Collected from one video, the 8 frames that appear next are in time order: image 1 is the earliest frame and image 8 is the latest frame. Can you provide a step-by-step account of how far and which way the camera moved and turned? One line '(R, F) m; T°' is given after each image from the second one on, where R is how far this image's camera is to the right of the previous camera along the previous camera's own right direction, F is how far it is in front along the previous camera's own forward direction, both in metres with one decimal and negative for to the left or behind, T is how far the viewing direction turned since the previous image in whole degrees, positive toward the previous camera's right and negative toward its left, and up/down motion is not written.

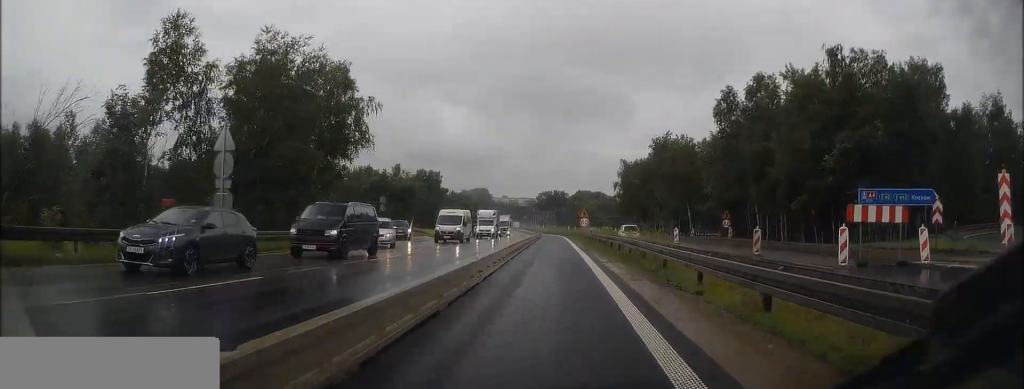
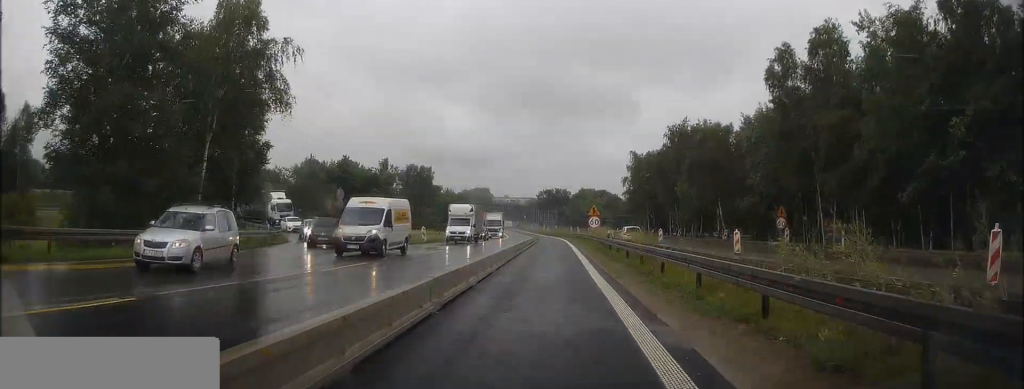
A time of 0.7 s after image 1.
(0.0, +16.1) m; 0°
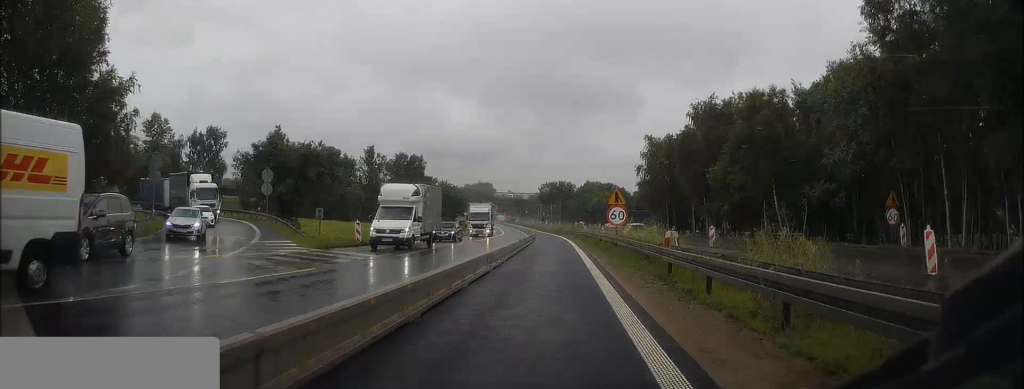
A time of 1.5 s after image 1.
(0.0, +17.0) m; 0°
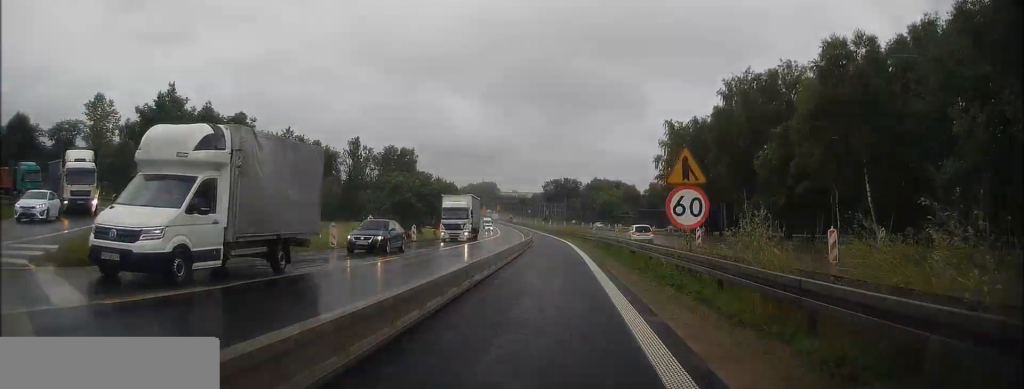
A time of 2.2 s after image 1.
(0.0, +16.4) m; 0°
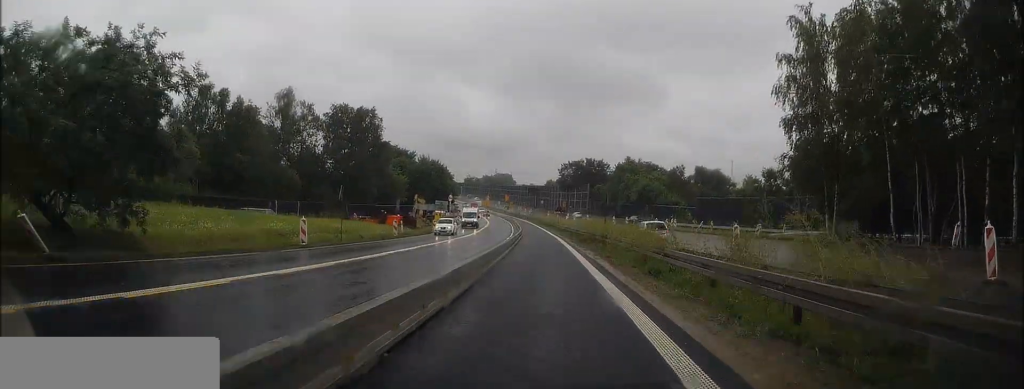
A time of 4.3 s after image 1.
(-0.7, +47.1) m; -2°
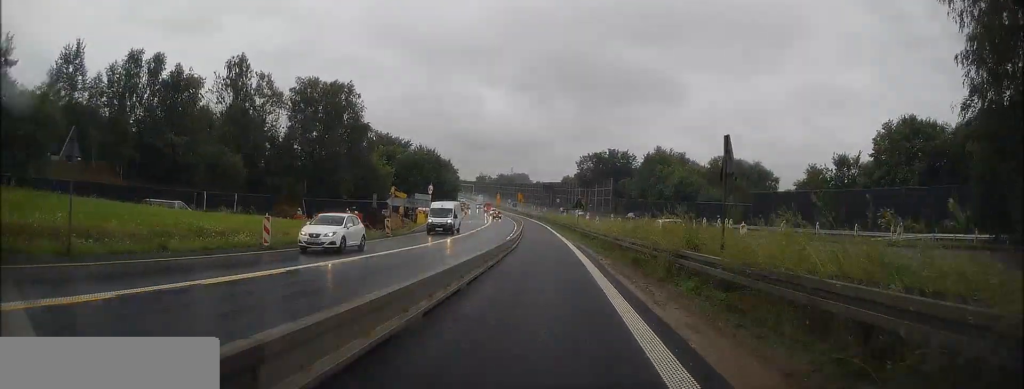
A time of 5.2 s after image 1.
(-0.3, +21.6) m; -1°
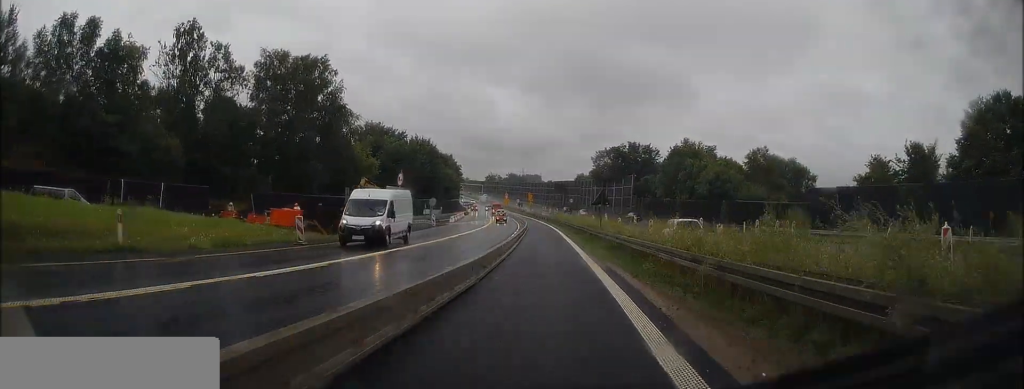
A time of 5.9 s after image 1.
(0.0, +15.5) m; -1°
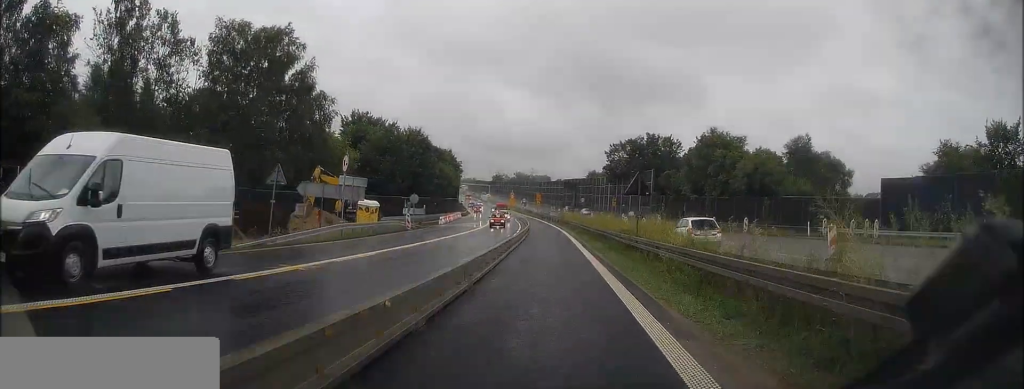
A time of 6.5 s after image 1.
(-0.1, +13.2) m; -1°
